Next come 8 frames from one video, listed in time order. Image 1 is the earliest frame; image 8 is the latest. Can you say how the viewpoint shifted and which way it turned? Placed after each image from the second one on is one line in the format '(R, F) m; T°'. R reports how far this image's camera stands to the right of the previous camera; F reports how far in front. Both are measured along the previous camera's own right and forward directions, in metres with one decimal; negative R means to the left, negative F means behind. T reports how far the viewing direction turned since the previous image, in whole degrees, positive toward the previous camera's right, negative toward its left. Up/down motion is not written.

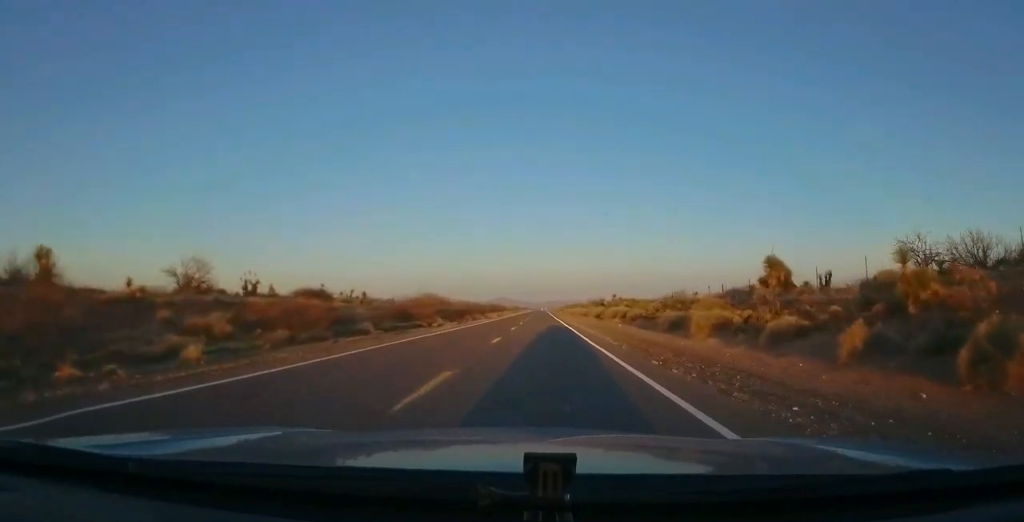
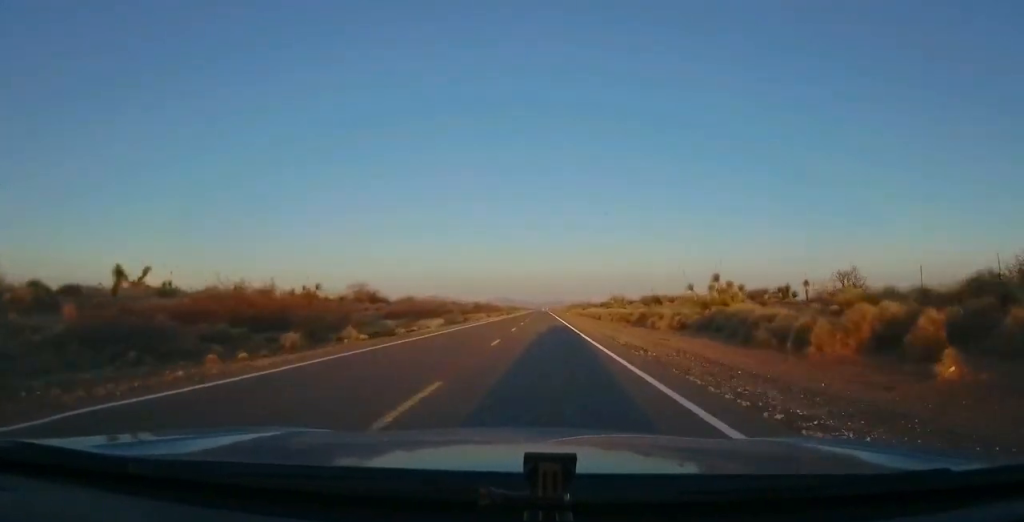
(-0.1, +49.9) m; 0°
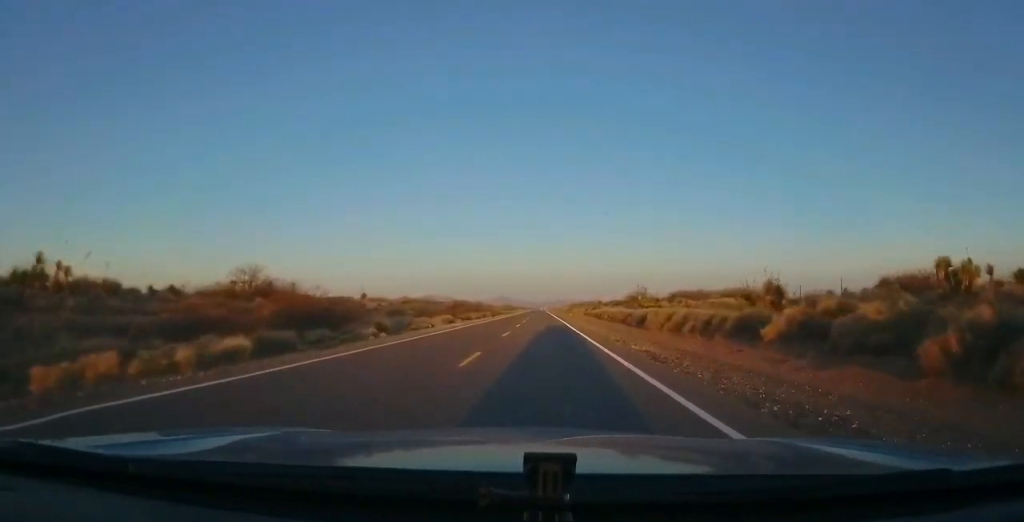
(+0.4, +30.2) m; +1°
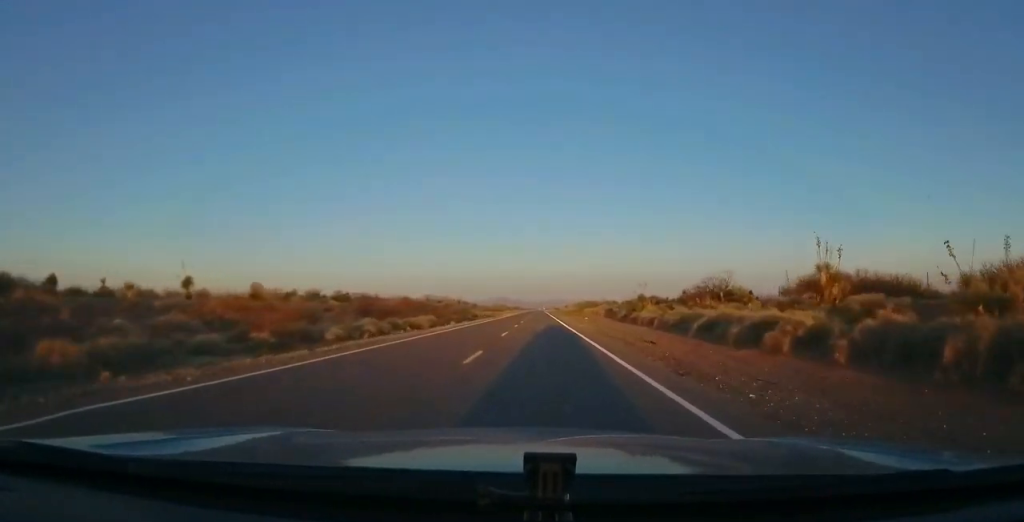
(0.0, +47.7) m; 0°
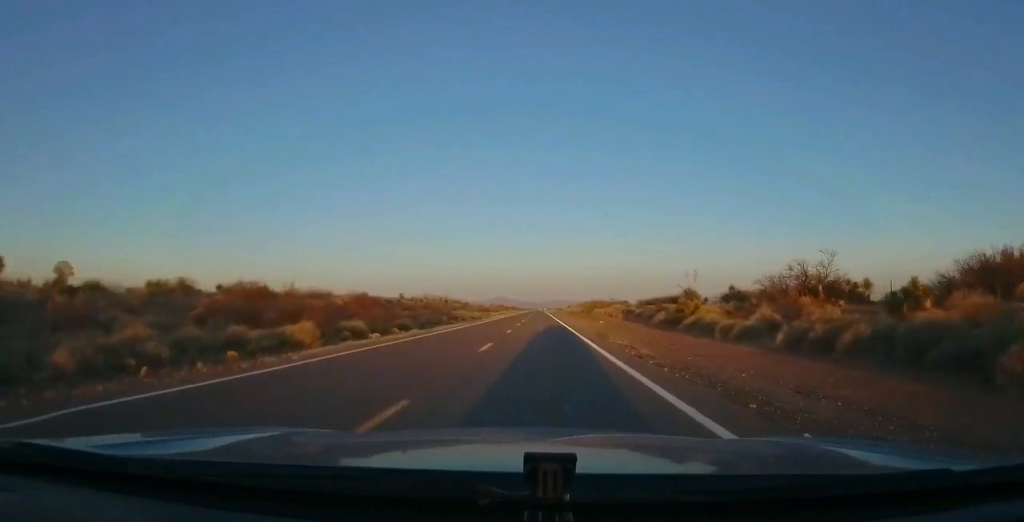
(0.0, +20.4) m; 0°
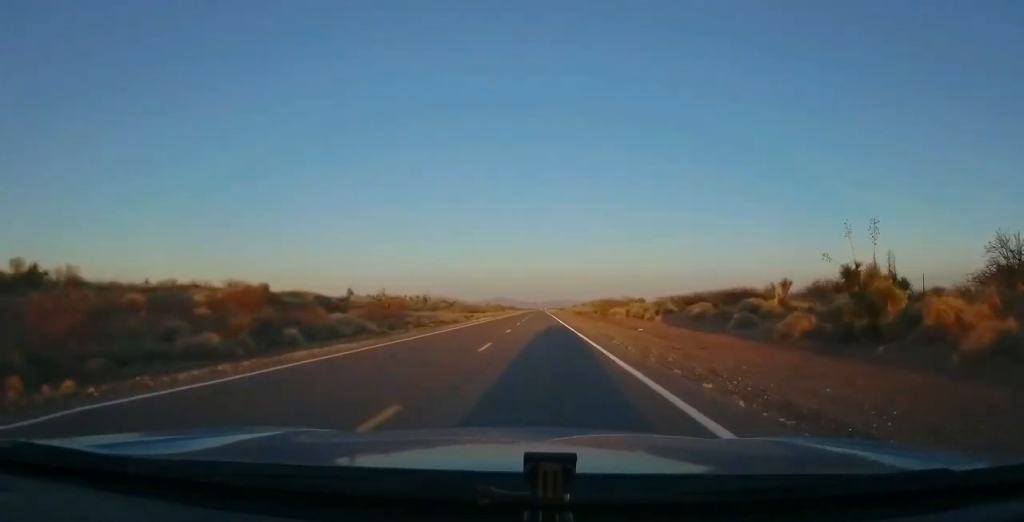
(0.0, +24.4) m; -1°
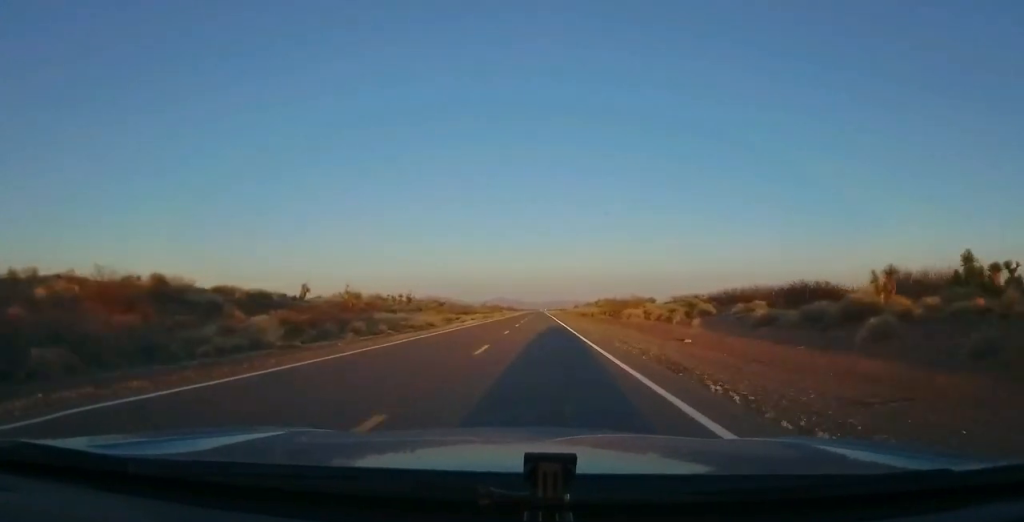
(-0.2, +12.7) m; 0°
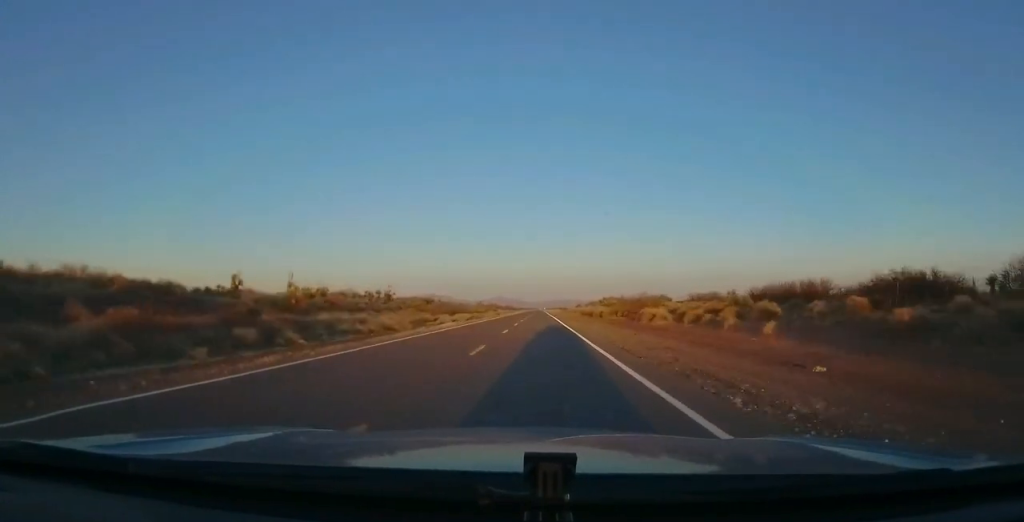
(-0.1, +12.7) m; 0°
